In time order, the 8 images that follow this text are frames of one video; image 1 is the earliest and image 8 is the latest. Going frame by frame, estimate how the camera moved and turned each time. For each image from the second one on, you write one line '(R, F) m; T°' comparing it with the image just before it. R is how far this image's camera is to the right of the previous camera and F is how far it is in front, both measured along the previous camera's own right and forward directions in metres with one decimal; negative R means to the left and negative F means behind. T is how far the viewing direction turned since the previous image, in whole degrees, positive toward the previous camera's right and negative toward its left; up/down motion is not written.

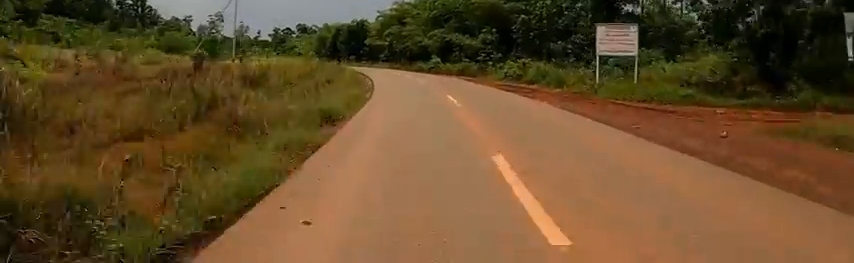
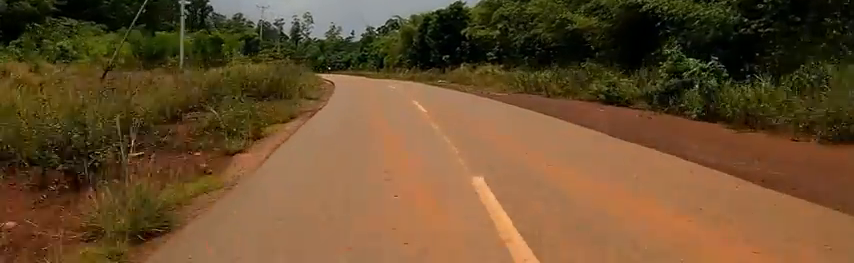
(-4.2, +34.3) m; -17°
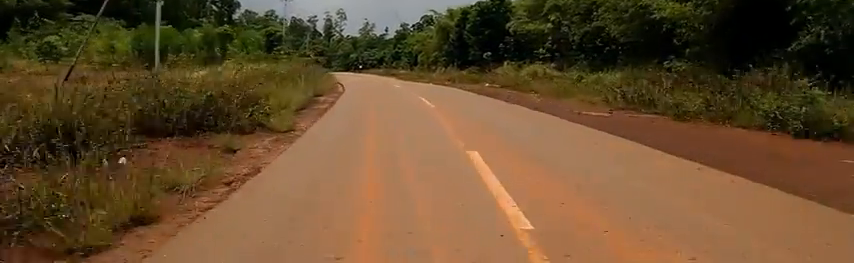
(-0.3, +7.0) m; +2°
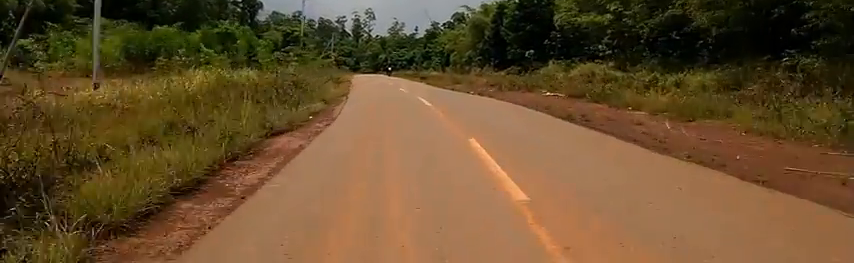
(+0.6, +7.4) m; -2°
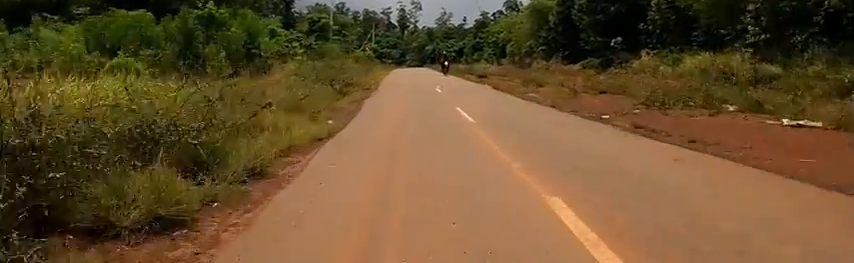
(-0.2, +11.4) m; -5°
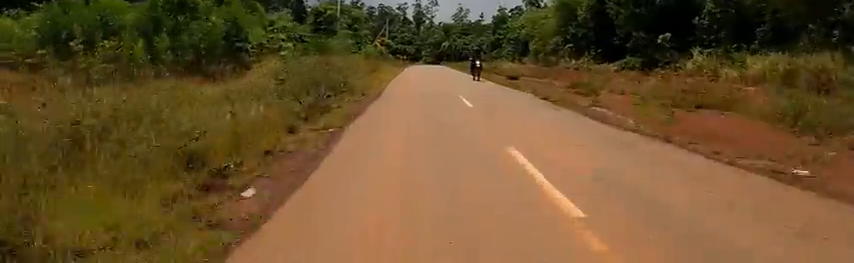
(-0.5, +5.4) m; -3°
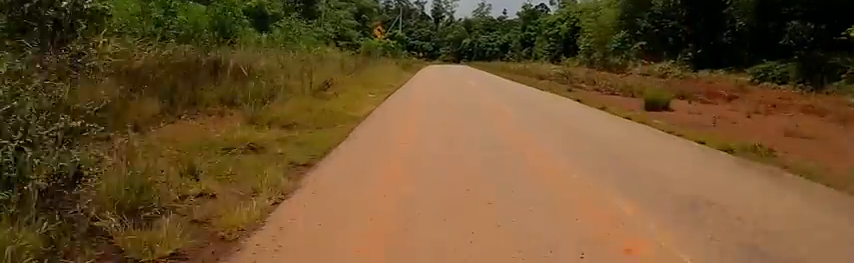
(-0.5, +16.1) m; +3°
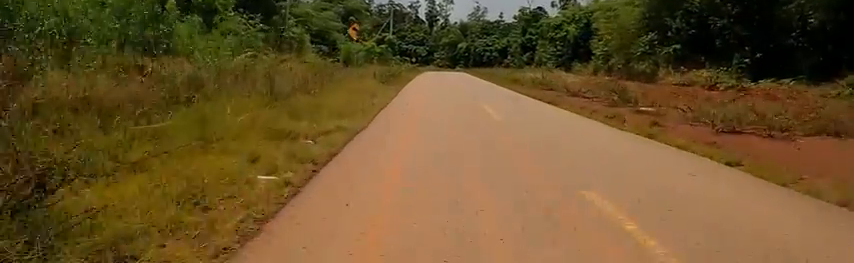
(+0.6, +7.9) m; 0°
